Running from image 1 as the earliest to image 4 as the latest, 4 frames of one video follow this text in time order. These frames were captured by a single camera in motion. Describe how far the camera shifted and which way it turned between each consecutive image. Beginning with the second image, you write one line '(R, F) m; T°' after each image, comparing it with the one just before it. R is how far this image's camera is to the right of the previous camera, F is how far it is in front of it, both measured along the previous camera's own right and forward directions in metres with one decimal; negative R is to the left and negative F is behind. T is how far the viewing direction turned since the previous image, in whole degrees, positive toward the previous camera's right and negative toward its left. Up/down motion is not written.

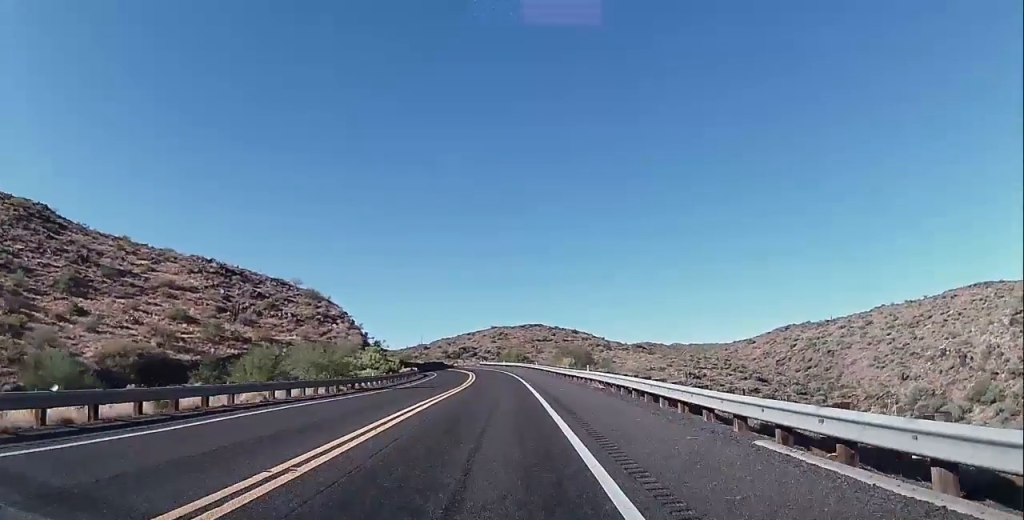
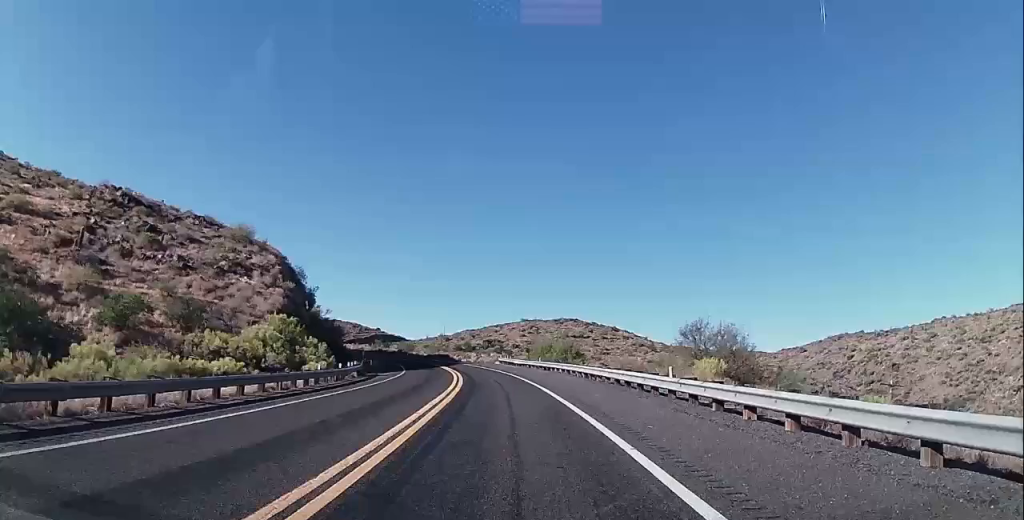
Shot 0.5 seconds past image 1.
(0.0, +12.7) m; -1°
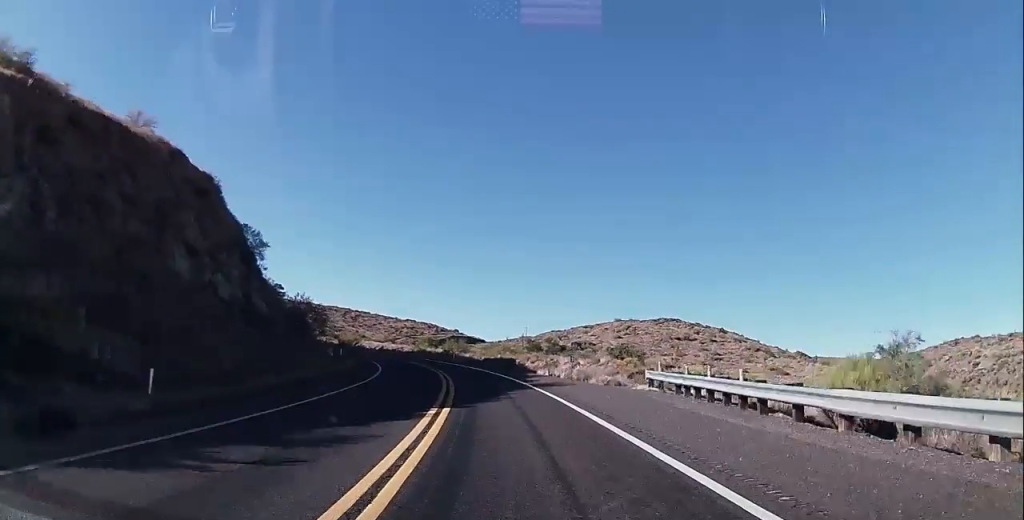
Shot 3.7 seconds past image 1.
(-4.3, +85.8) m; -7°
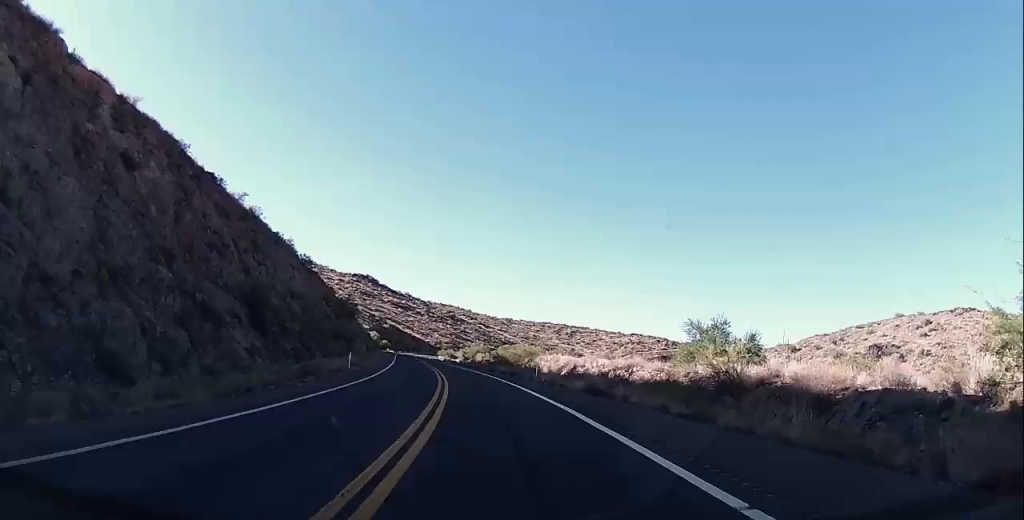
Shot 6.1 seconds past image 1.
(-6.8, +67.2) m; -14°
